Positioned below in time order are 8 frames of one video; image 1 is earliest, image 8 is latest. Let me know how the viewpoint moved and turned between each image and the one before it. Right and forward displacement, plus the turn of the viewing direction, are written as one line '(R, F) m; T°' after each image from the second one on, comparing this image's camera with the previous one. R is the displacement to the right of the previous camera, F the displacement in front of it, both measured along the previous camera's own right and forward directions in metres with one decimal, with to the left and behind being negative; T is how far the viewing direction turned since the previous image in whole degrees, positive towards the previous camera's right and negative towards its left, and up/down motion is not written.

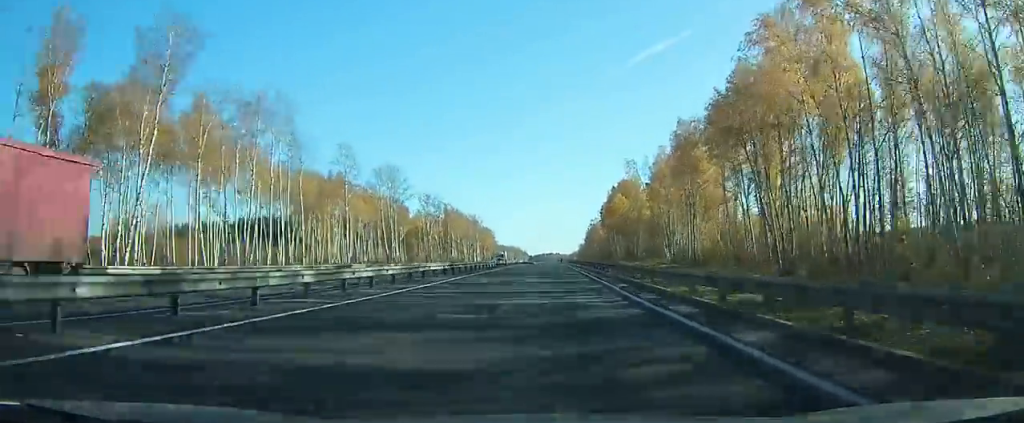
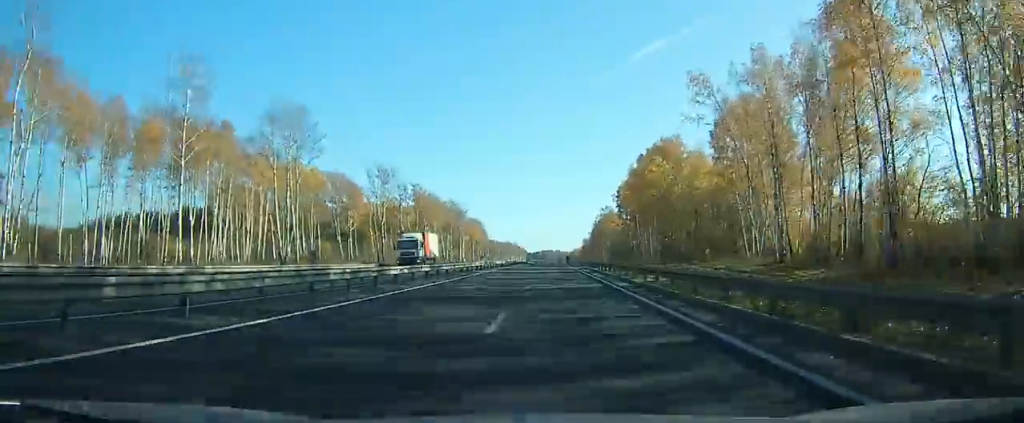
(+0.1, +51.2) m; 0°
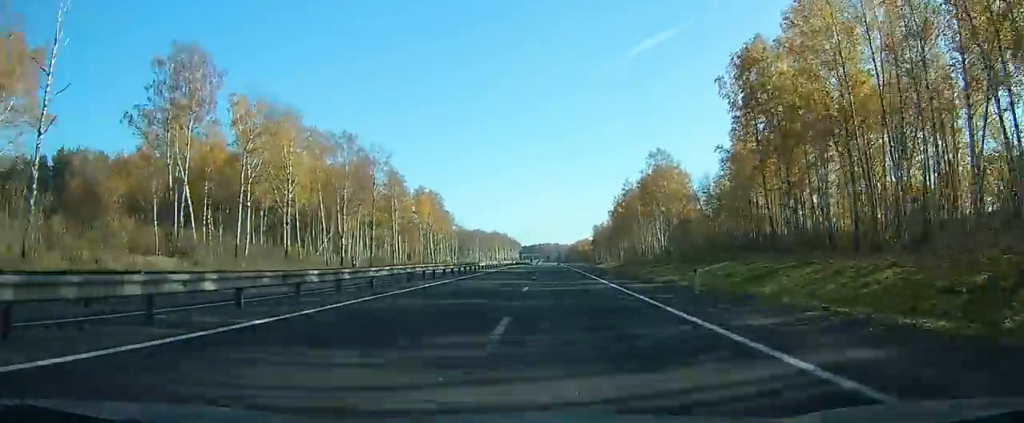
(+0.2, +111.8) m; 0°
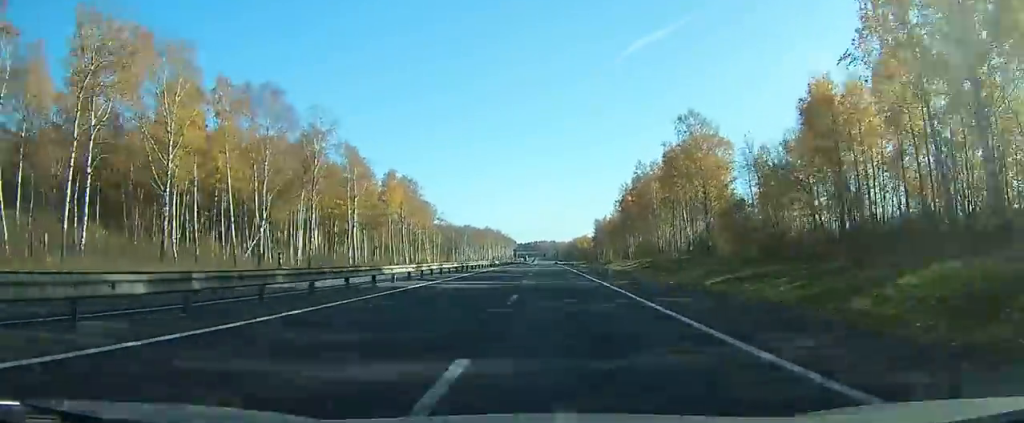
(0.0, +29.3) m; 0°
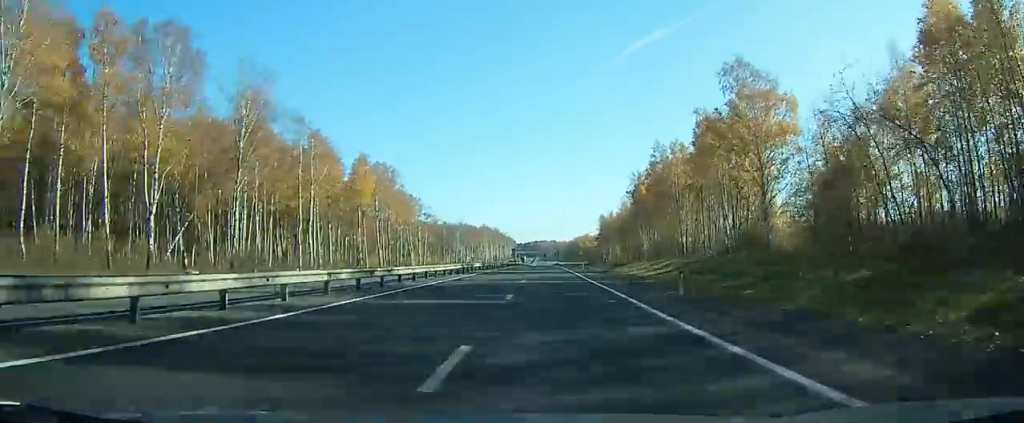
(+0.1, +22.4) m; 0°
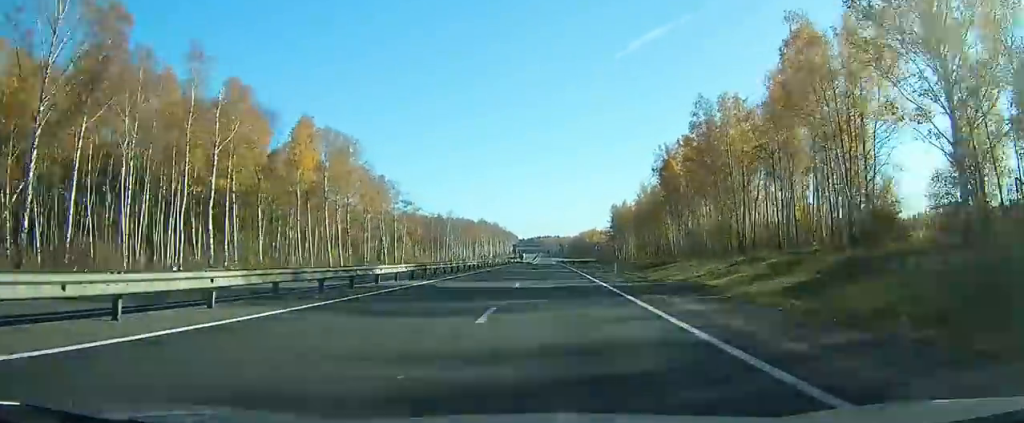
(0.0, +29.4) m; 0°
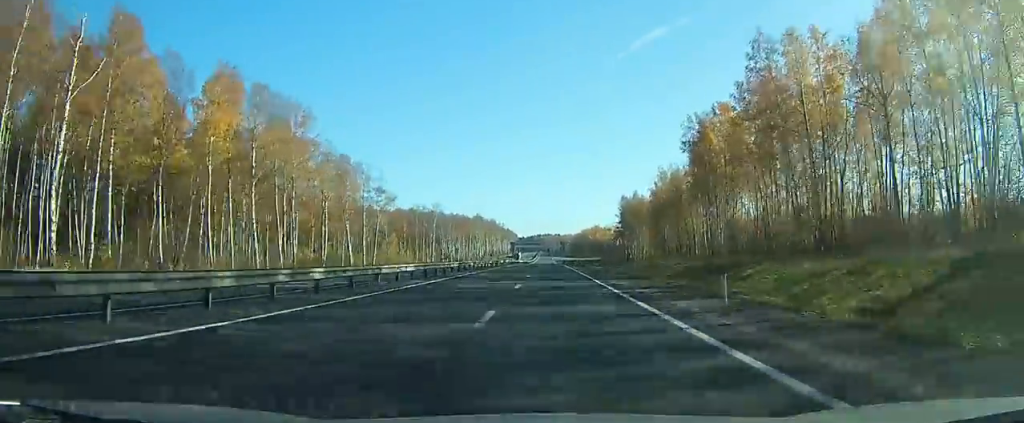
(0.0, +23.0) m; 0°
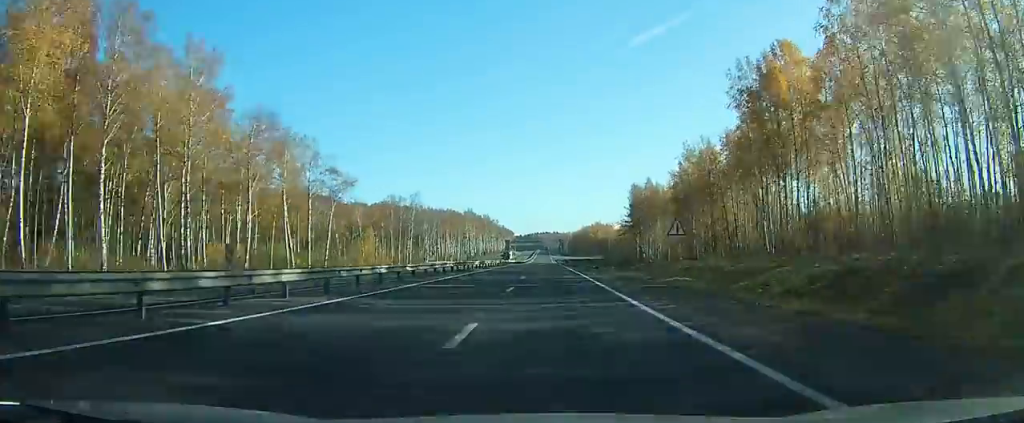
(0.0, +25.8) m; 0°
